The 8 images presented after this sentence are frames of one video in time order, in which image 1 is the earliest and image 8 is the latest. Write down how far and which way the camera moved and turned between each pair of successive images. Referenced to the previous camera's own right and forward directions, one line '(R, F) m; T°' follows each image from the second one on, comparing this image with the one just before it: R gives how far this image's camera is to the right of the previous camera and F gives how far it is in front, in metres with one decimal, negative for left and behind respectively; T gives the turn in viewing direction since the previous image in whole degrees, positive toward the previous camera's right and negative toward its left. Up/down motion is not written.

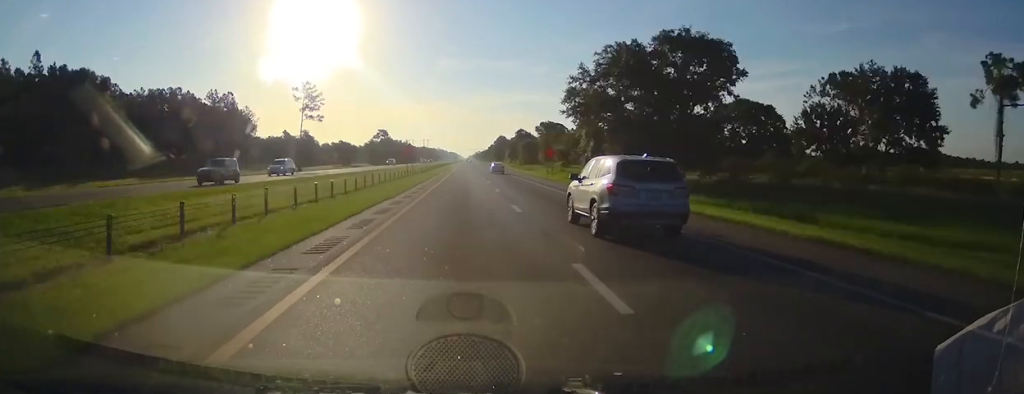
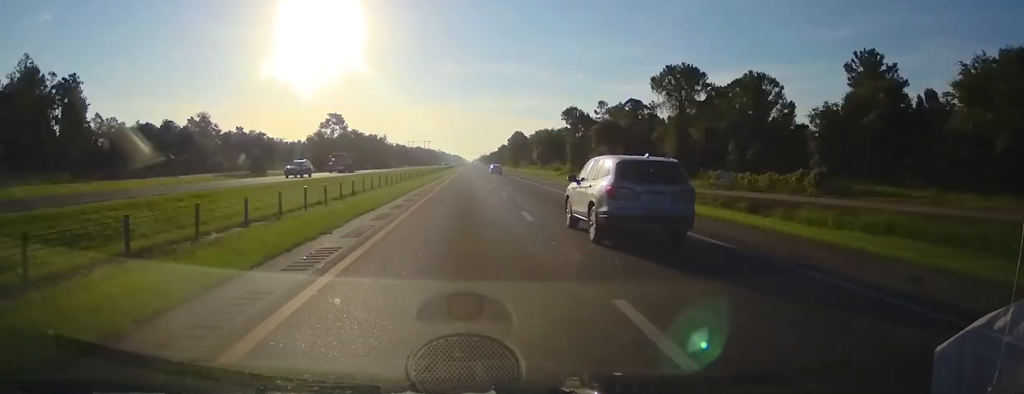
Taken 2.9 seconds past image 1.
(+0.3, +104.7) m; 0°
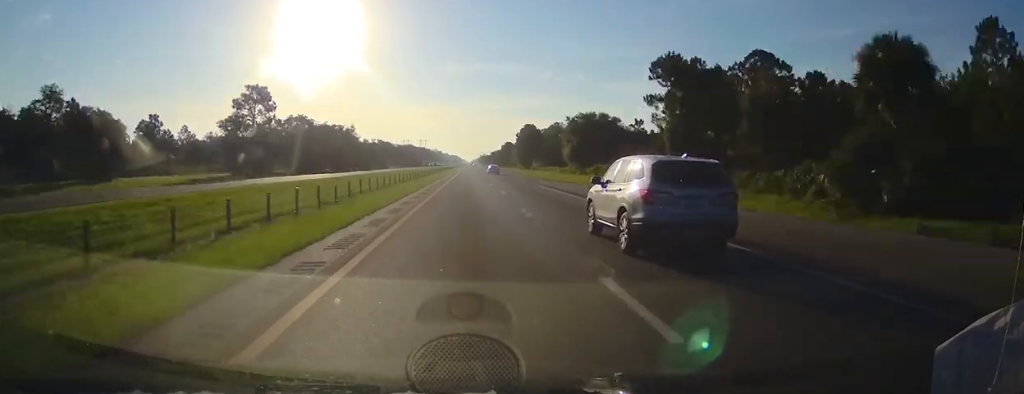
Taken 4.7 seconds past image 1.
(-0.2, +60.7) m; 0°
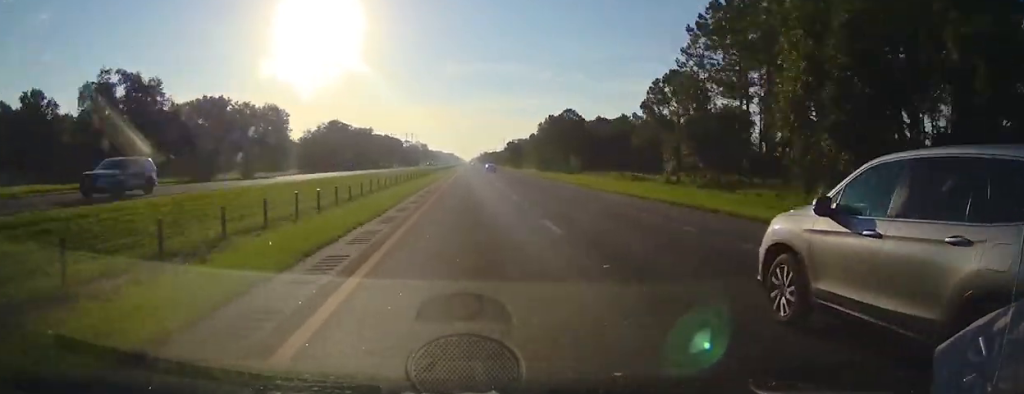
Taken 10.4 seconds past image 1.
(0.0, +199.3) m; 0°
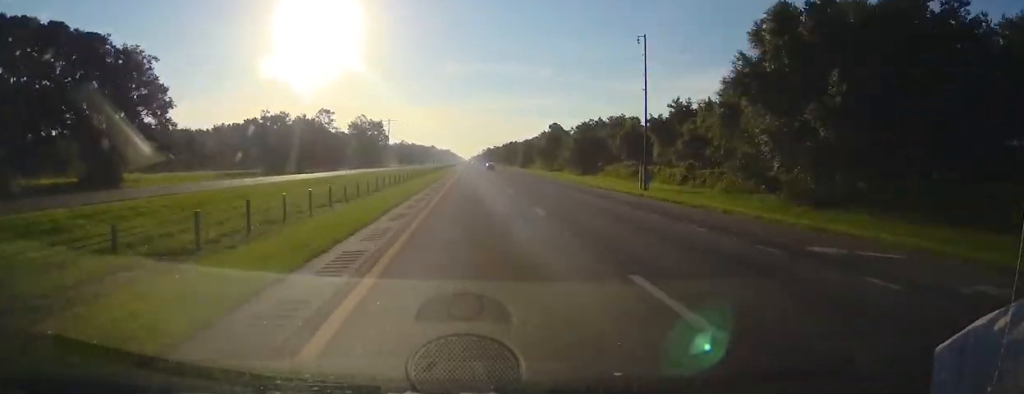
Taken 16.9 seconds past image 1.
(-1.2, +226.0) m; 0°
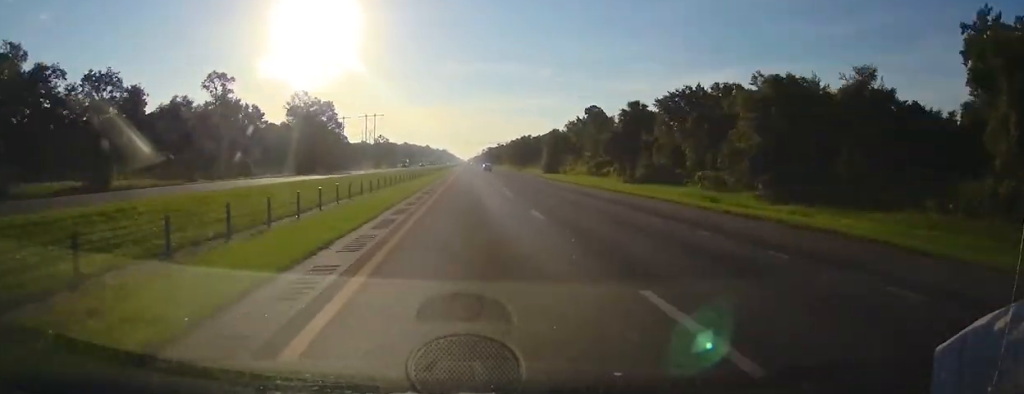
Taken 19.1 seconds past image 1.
(-0.7, +73.1) m; 0°
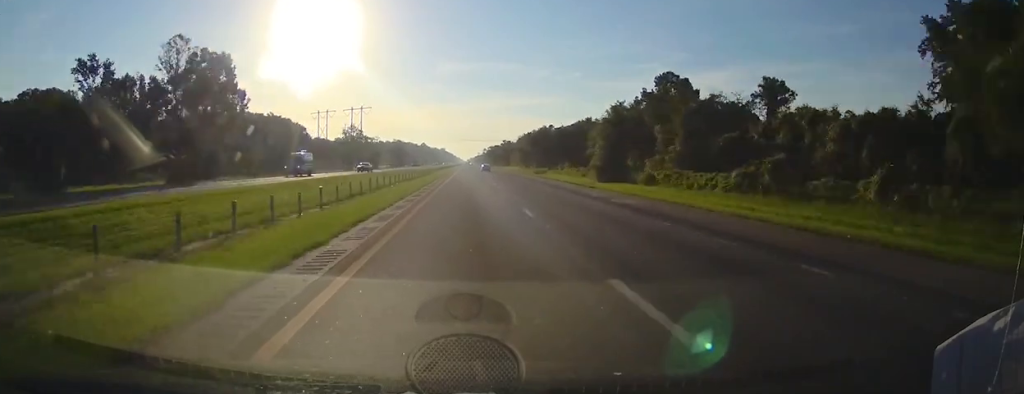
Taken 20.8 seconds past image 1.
(+0.8, +55.8) m; 0°
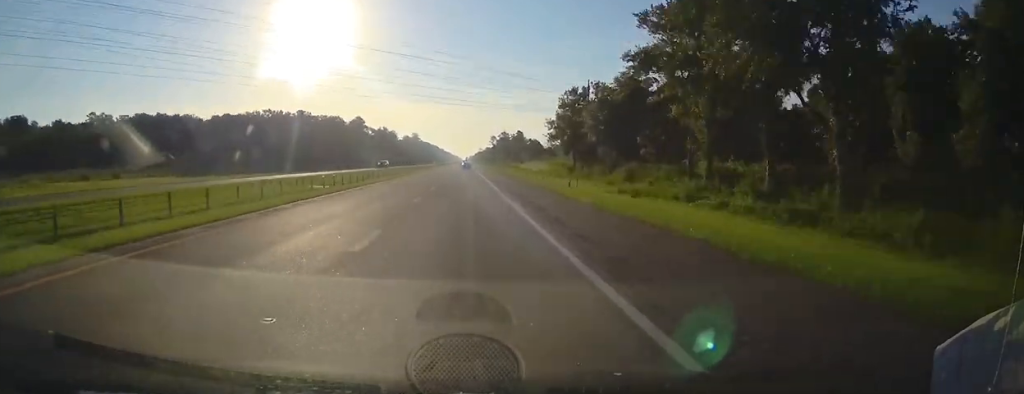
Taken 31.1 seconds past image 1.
(+1.5, +365.9) m; 0°
